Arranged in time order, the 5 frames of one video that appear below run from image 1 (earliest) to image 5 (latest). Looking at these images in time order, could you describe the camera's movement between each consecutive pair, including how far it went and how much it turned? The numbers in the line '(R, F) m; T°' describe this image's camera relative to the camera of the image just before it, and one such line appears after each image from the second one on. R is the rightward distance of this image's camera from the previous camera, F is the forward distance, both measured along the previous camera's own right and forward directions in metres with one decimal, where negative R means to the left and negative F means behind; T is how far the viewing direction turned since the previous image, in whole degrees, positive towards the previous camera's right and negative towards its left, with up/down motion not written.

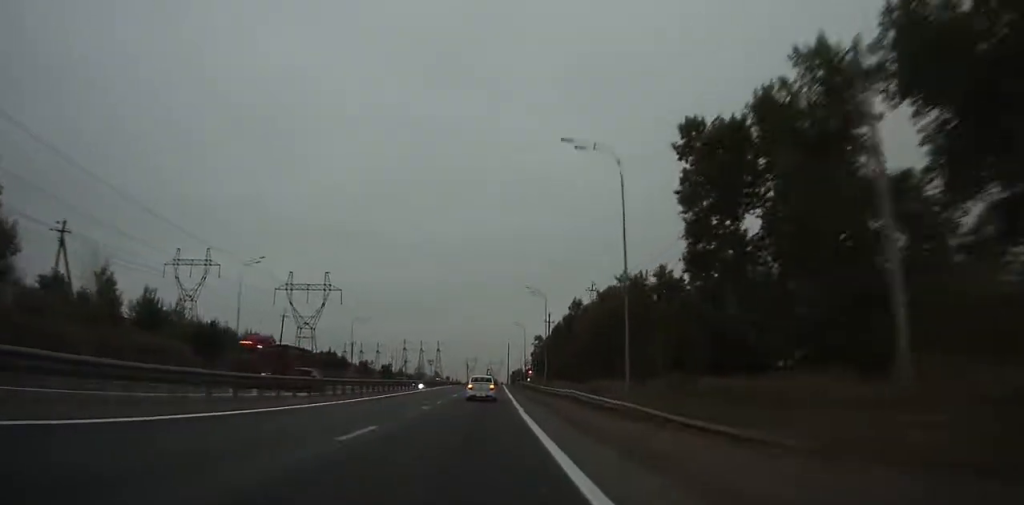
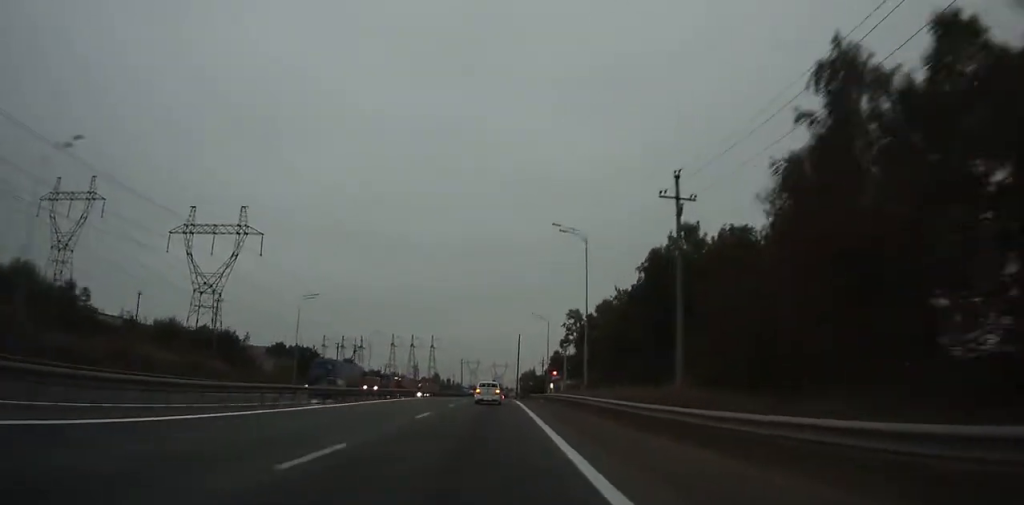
(+0.1, +74.6) m; 0°
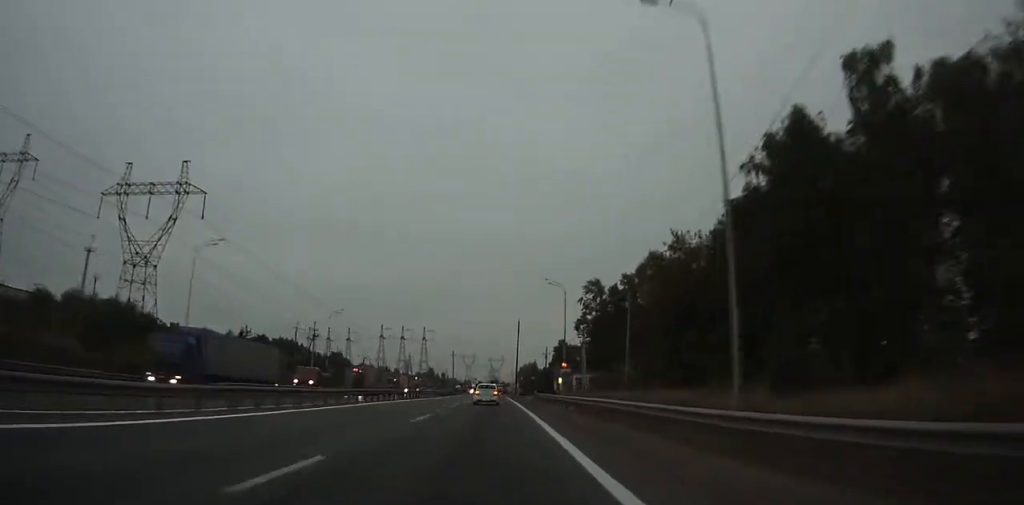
(0.0, +25.8) m; 0°
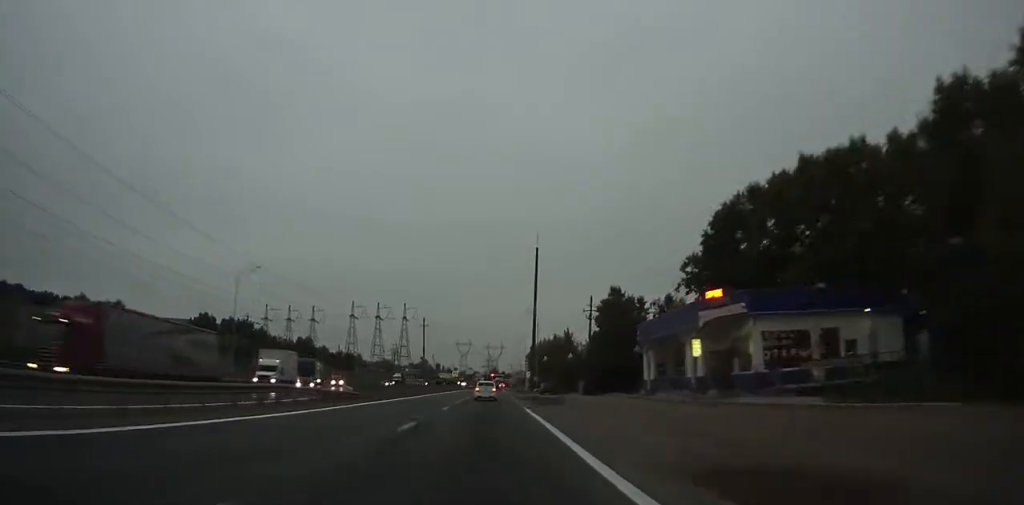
(+0.1, +74.7) m; 0°
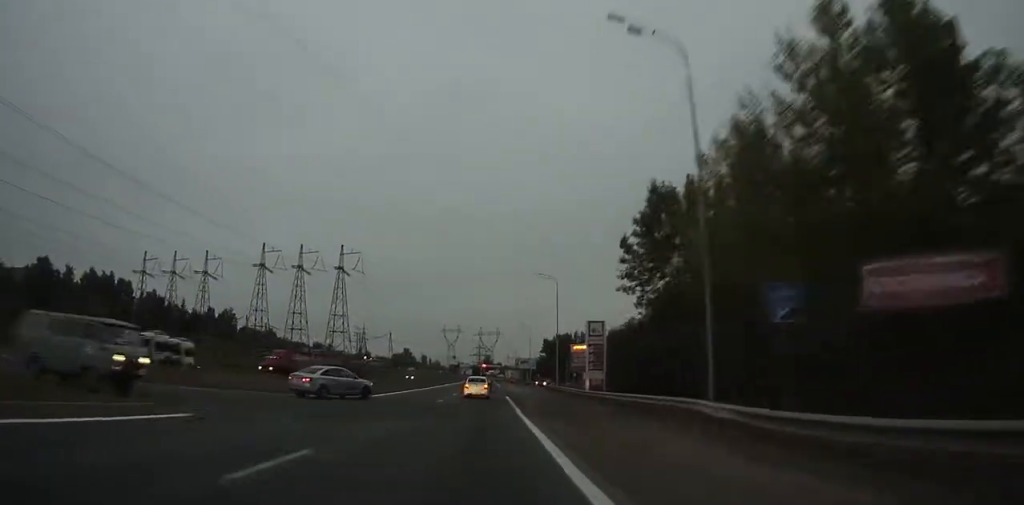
(+0.2, +116.9) m; 0°
